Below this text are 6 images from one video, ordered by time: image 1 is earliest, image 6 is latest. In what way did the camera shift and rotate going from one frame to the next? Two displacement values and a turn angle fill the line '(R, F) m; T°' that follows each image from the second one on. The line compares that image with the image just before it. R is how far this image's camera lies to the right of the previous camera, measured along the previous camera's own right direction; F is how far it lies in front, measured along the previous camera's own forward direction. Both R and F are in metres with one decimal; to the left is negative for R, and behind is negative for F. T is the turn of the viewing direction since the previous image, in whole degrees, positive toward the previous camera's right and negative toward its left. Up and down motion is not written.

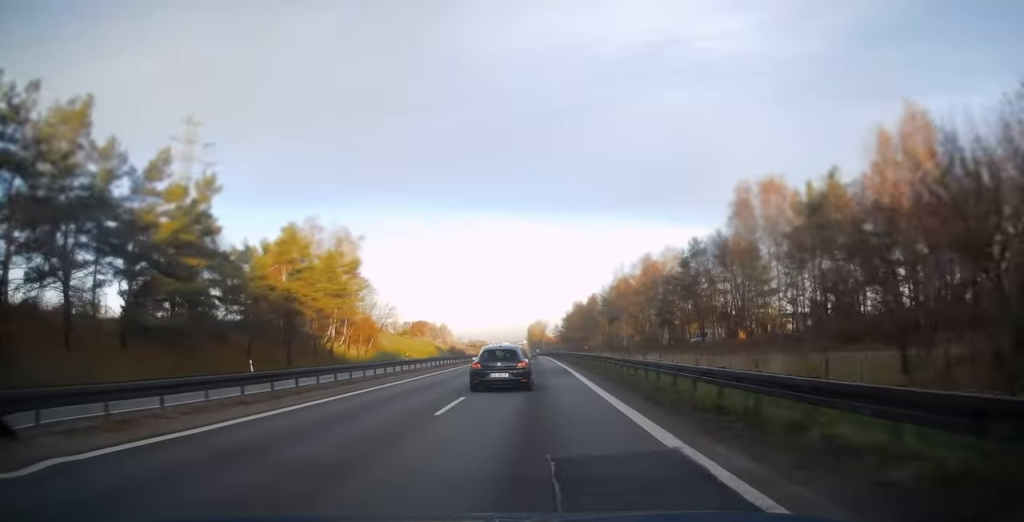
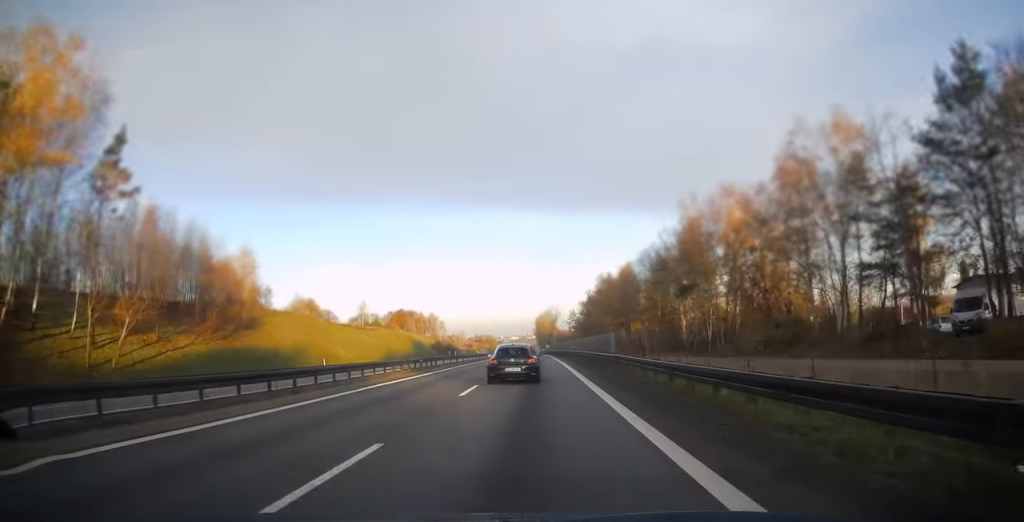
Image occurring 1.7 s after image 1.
(+0.3, +56.1) m; 0°
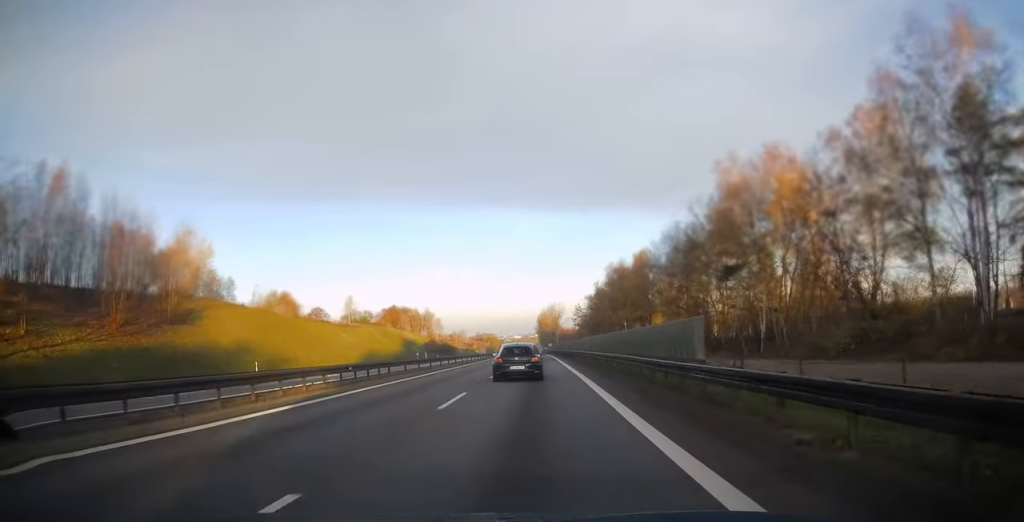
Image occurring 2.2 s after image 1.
(-0.2, +15.1) m; 0°
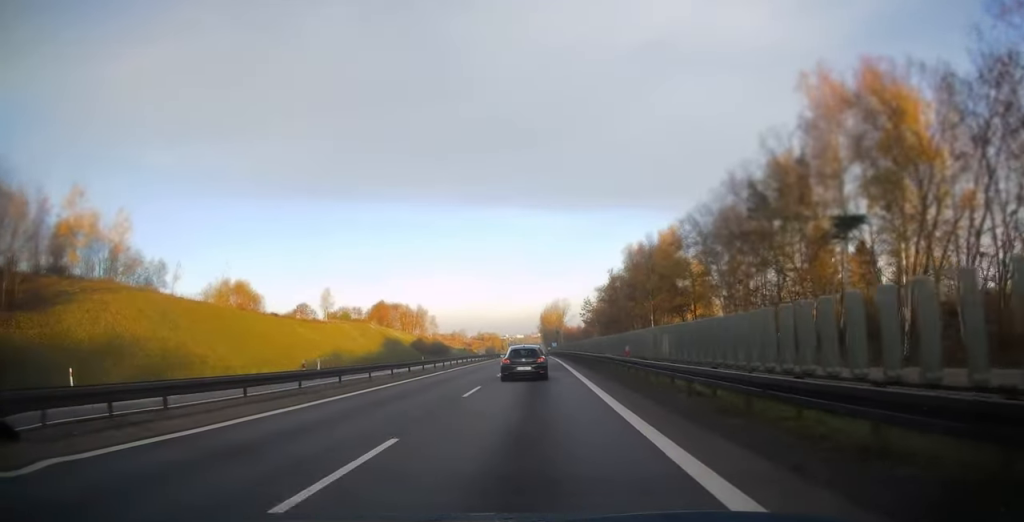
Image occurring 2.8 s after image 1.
(-0.2, +20.5) m; -1°
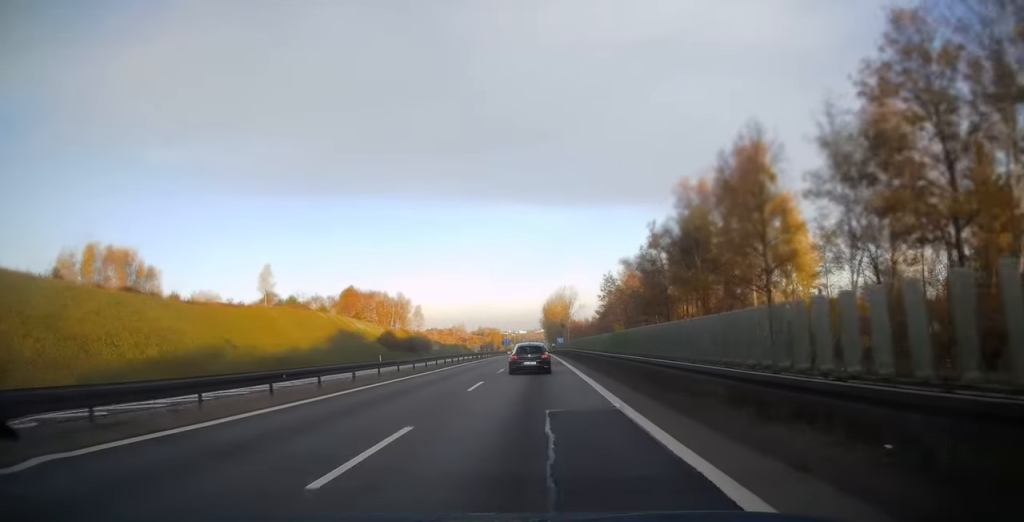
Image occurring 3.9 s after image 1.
(-0.1, +35.1) m; 0°
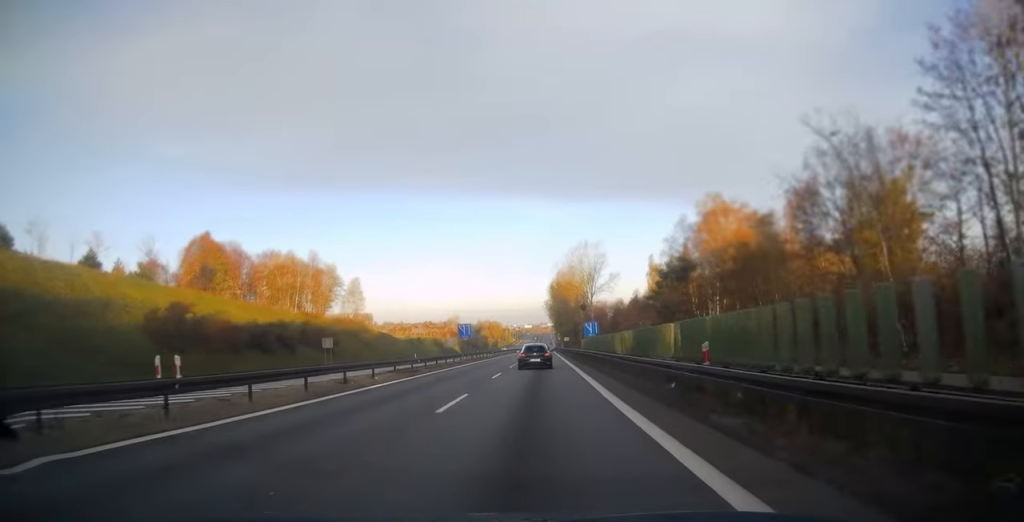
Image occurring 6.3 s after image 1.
(-0.7, +77.2) m; 0°
